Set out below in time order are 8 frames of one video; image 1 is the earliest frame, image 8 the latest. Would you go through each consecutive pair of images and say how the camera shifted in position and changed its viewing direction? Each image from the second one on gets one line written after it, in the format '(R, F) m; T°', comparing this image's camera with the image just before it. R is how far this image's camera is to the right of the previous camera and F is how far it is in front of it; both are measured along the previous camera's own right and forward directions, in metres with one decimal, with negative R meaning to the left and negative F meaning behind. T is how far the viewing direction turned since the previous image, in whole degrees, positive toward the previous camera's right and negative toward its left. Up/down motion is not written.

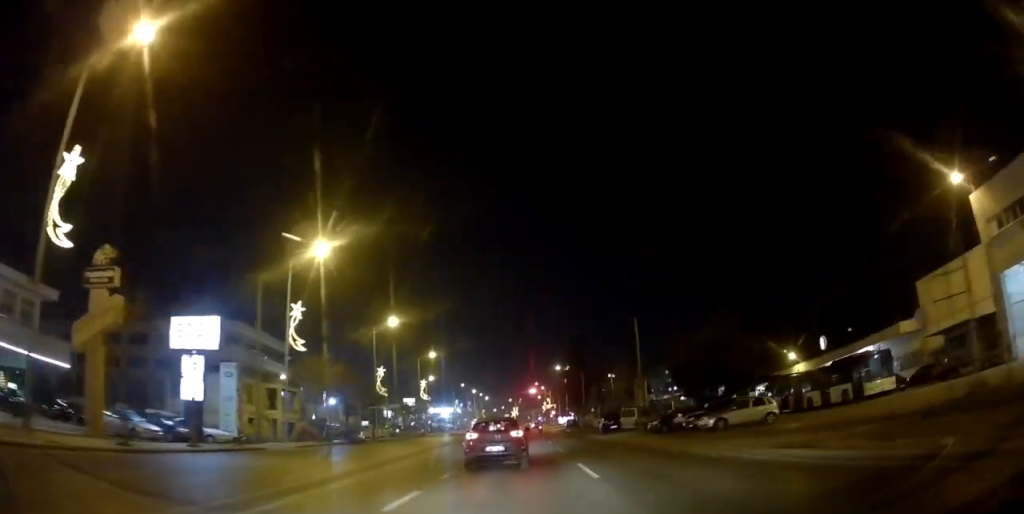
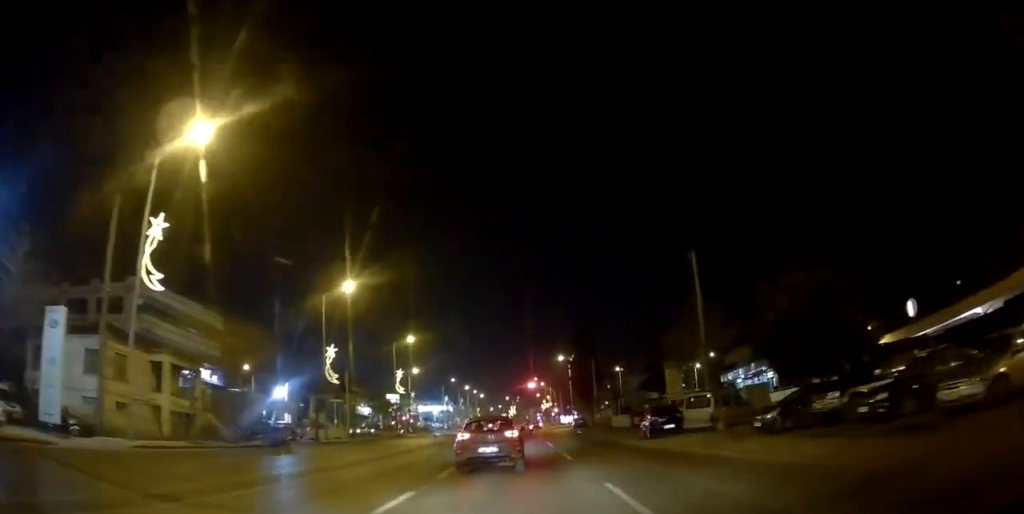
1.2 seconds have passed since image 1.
(+0.2, +17.6) m; 0°
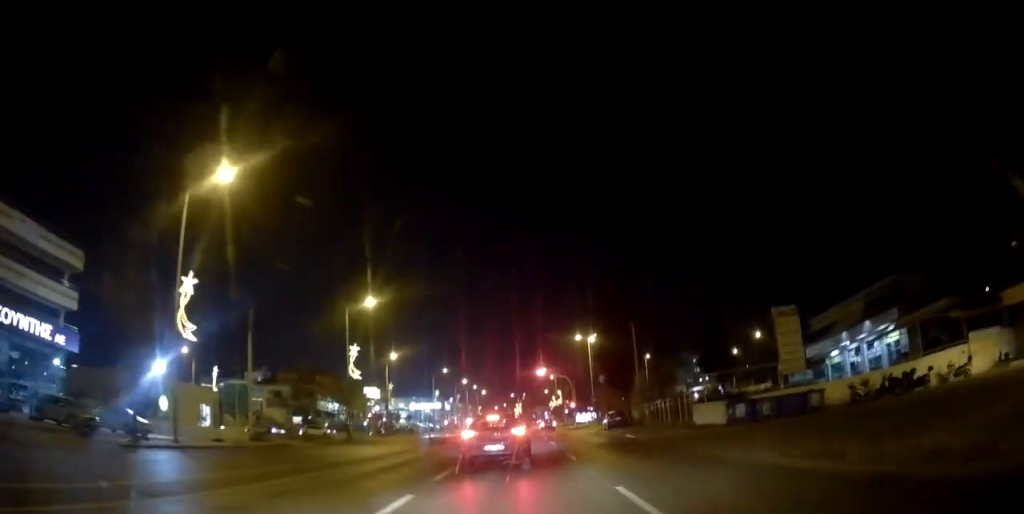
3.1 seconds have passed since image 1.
(+0.1, +25.2) m; +1°
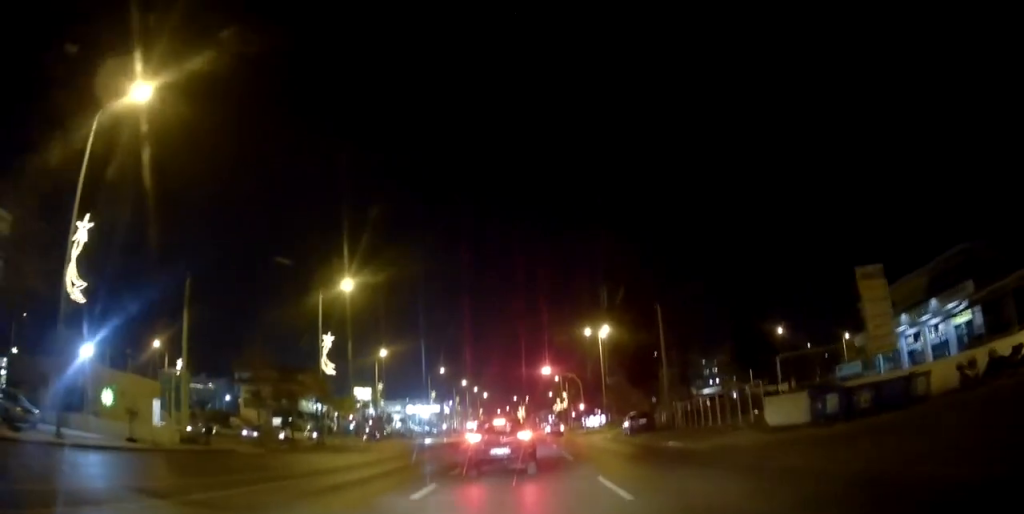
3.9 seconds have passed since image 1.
(-0.1, +9.2) m; -1°
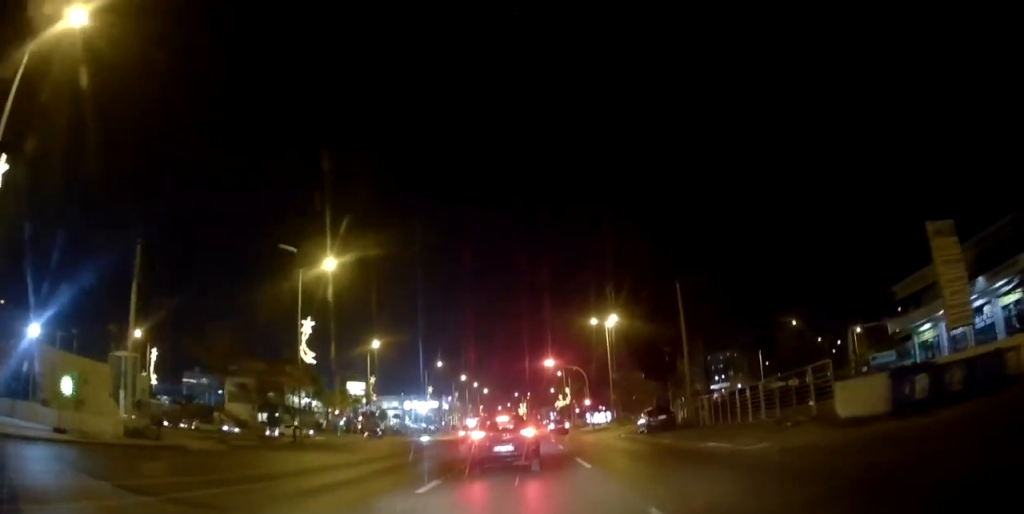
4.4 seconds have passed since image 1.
(-0.1, +5.2) m; 0°
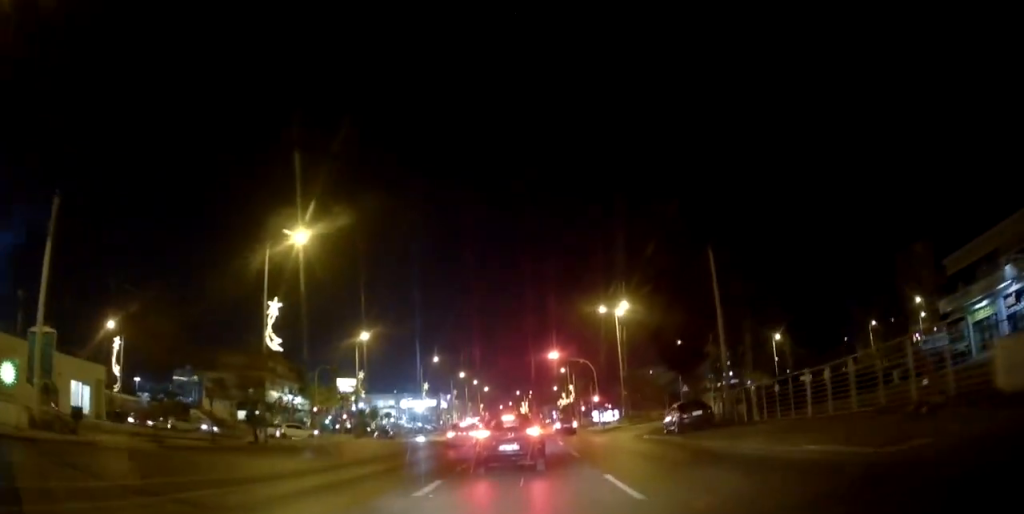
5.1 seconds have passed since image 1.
(-0.1, +7.0) m; 0°
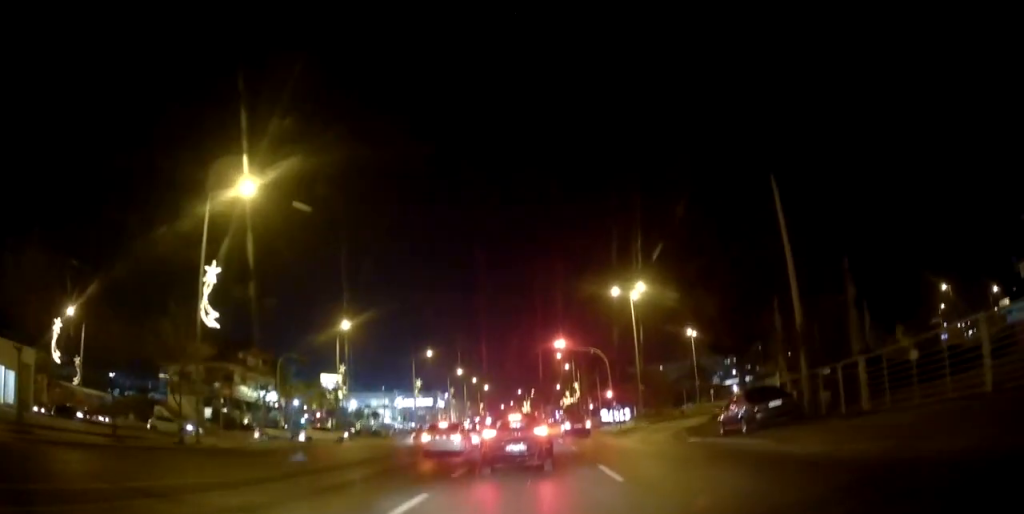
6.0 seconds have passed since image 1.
(+0.1, +8.9) m; -1°
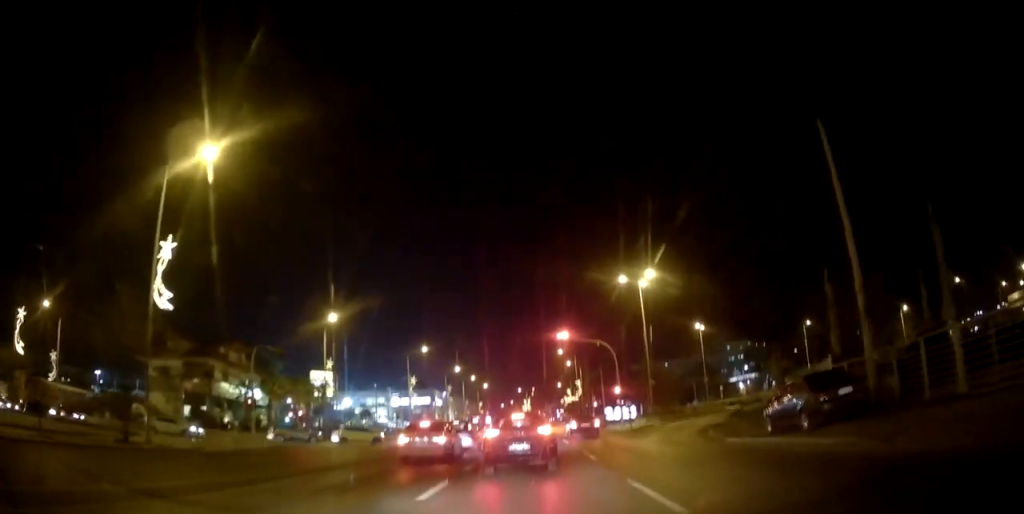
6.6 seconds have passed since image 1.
(-0.2, +4.6) m; 0°
